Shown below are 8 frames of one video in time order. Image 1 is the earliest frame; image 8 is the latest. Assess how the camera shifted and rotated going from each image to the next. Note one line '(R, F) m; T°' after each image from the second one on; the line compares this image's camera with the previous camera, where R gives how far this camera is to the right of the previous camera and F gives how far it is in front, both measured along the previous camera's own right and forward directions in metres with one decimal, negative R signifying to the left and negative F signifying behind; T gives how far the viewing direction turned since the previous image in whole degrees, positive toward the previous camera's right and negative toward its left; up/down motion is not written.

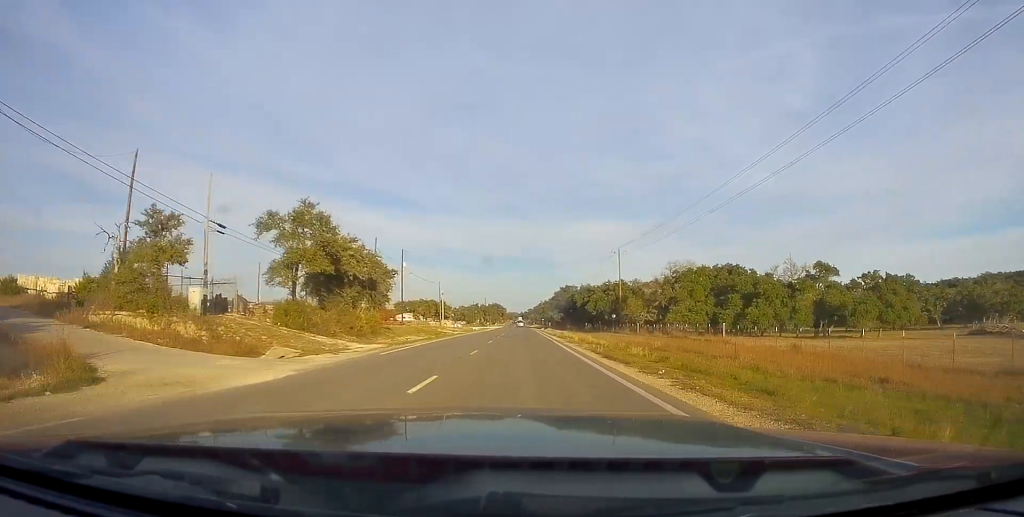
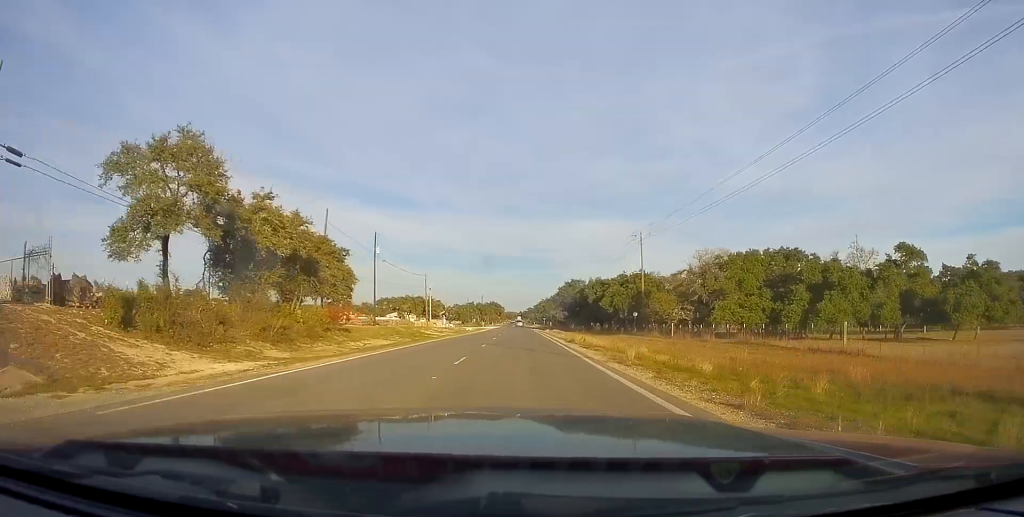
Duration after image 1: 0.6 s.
(0.0, +16.8) m; -1°
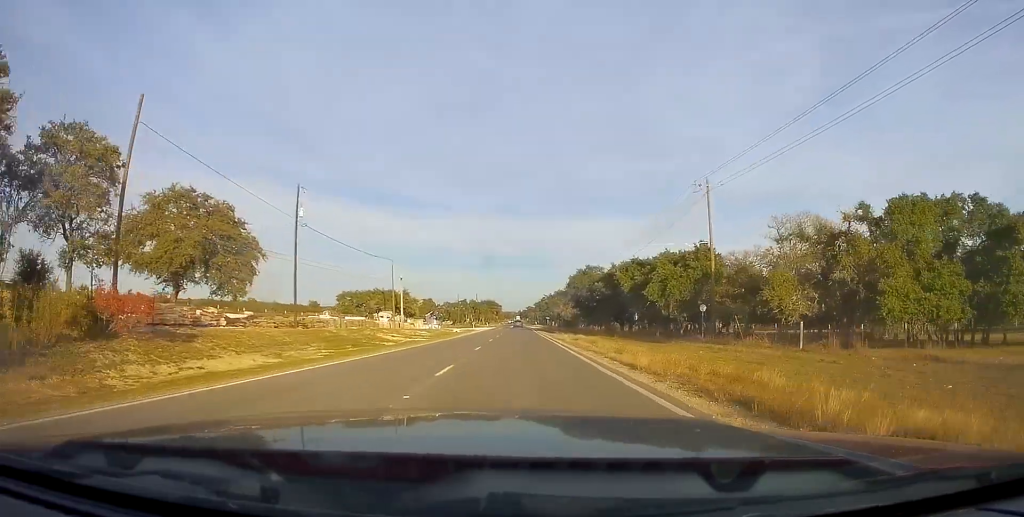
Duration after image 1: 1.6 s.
(-0.3, +26.4) m; +1°
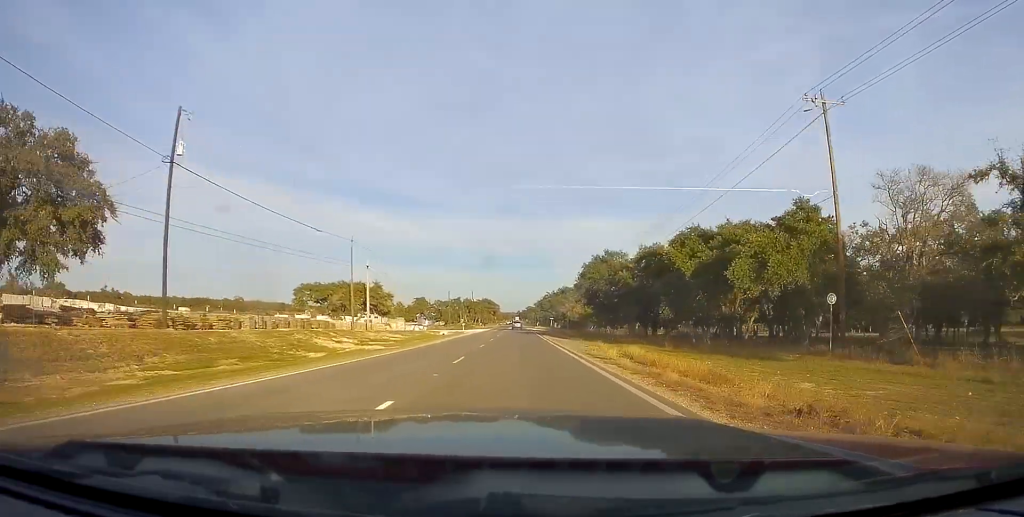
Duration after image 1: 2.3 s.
(+0.7, +18.9) m; 0°
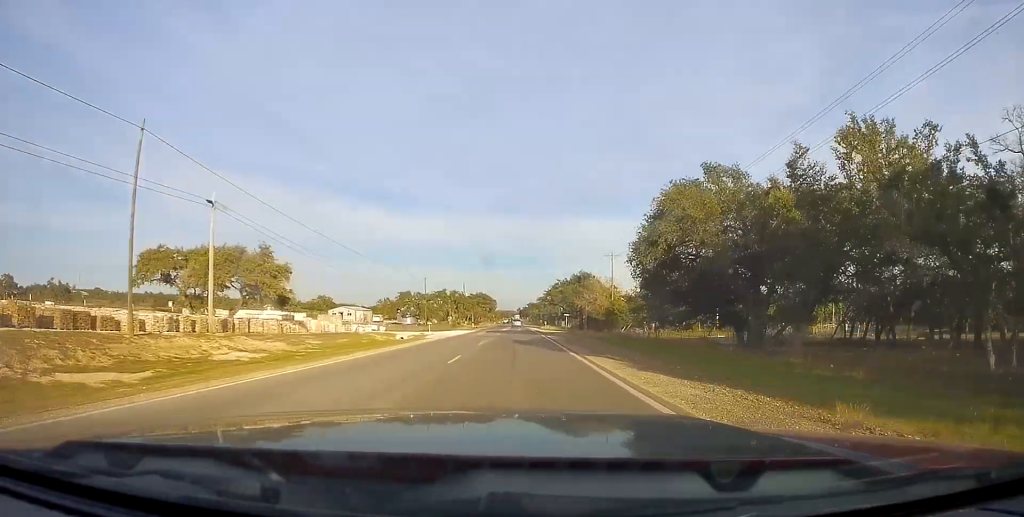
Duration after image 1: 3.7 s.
(-0.7, +35.8) m; -1°
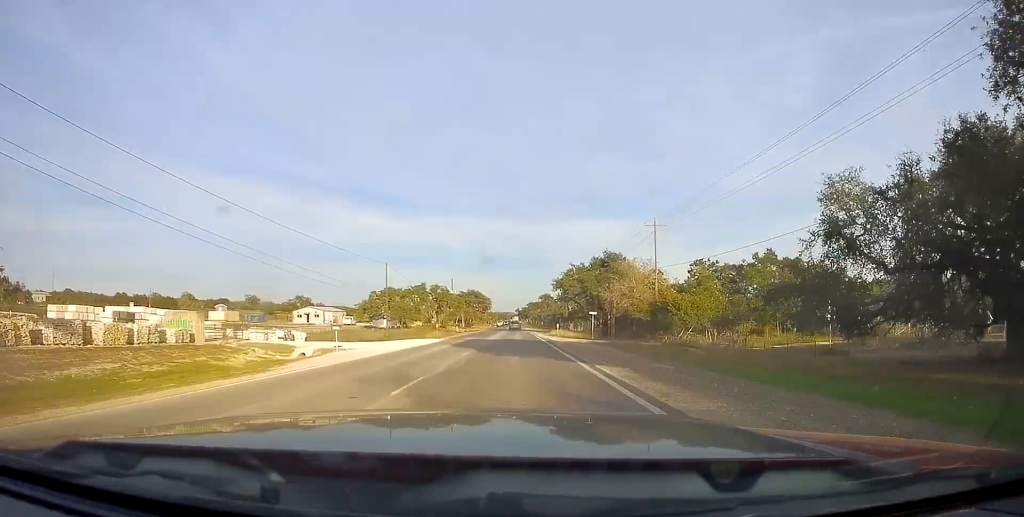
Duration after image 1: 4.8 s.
(+0.5, +29.7) m; +1°
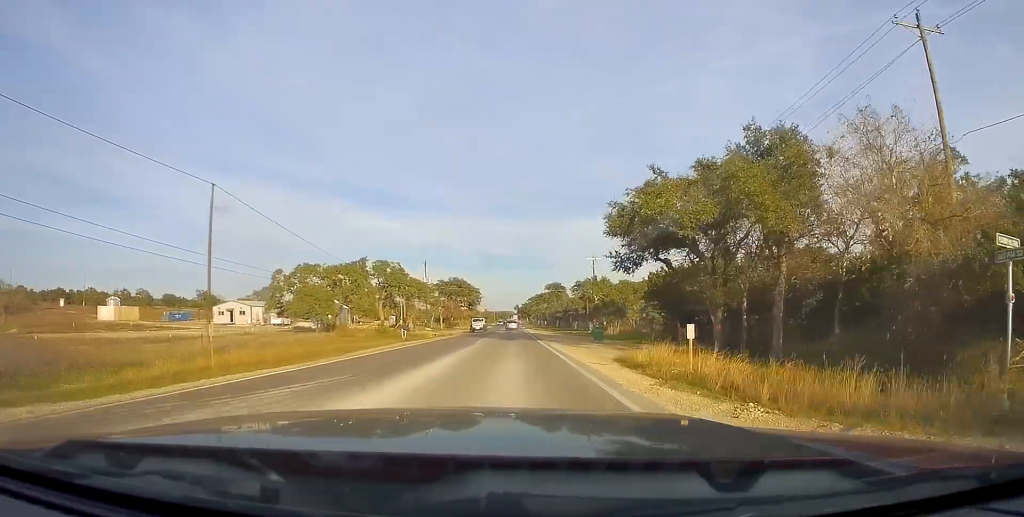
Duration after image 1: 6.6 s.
(+0.2, +44.4) m; +1°
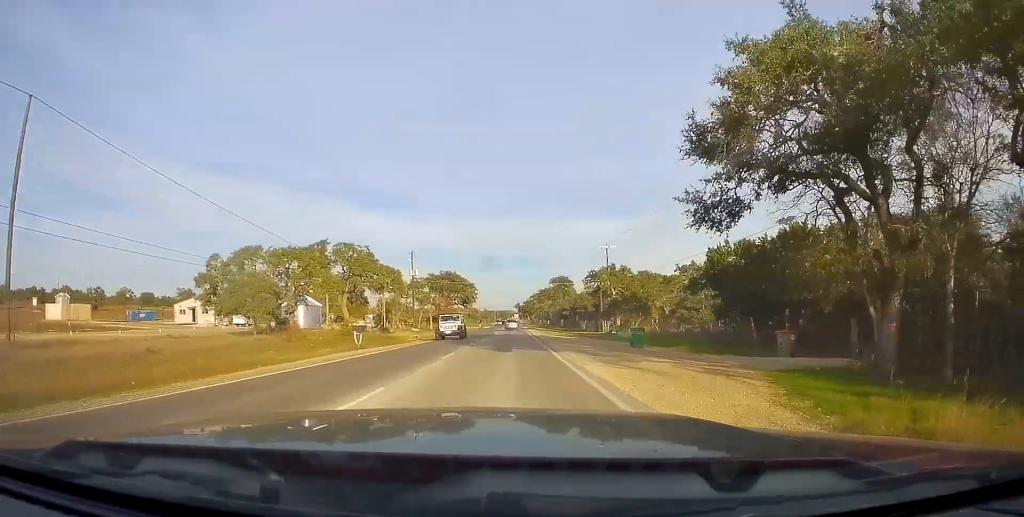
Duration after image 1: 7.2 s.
(+0.1, +15.2) m; 0°
